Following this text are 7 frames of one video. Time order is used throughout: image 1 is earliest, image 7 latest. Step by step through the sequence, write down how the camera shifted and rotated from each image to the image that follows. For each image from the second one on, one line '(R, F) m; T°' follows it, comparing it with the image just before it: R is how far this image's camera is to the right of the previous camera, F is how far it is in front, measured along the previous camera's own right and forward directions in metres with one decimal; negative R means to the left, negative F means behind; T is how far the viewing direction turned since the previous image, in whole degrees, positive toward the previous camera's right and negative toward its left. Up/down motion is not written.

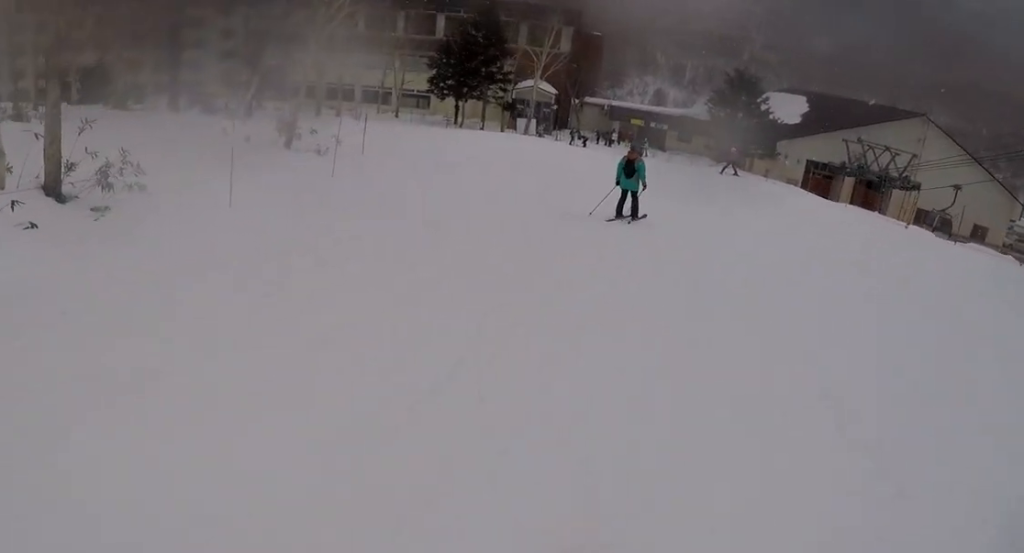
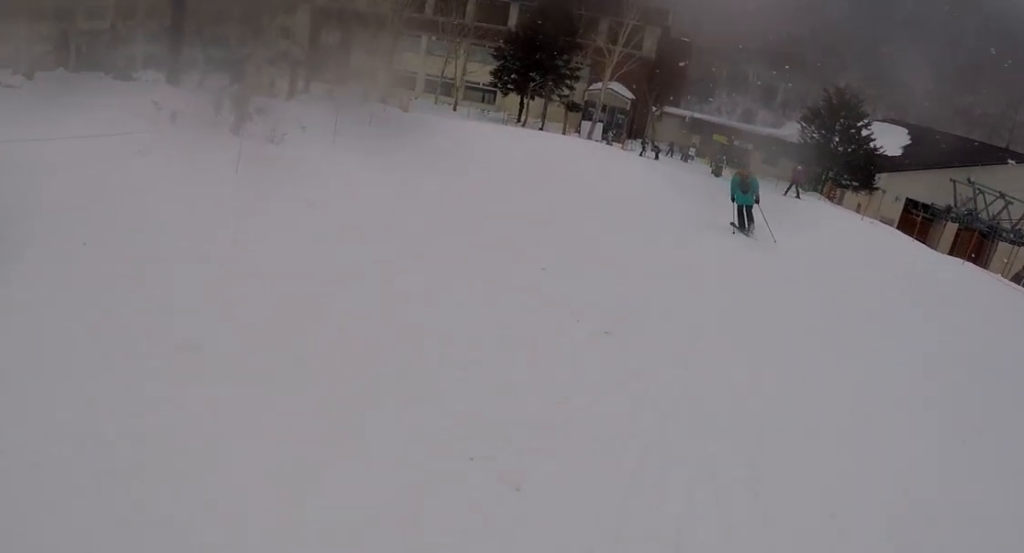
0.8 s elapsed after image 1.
(-0.6, +6.2) m; -6°
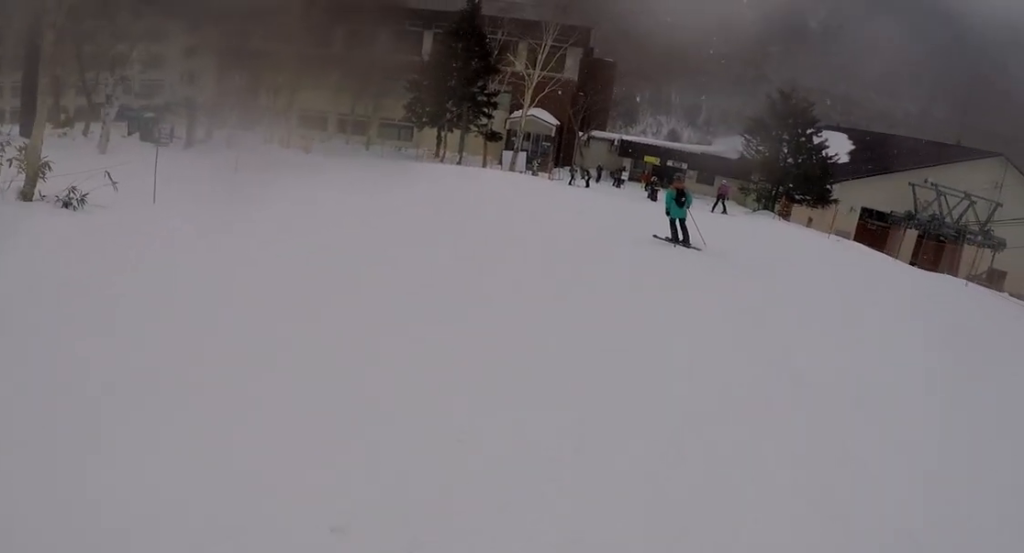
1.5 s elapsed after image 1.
(-0.2, +4.8) m; -1°
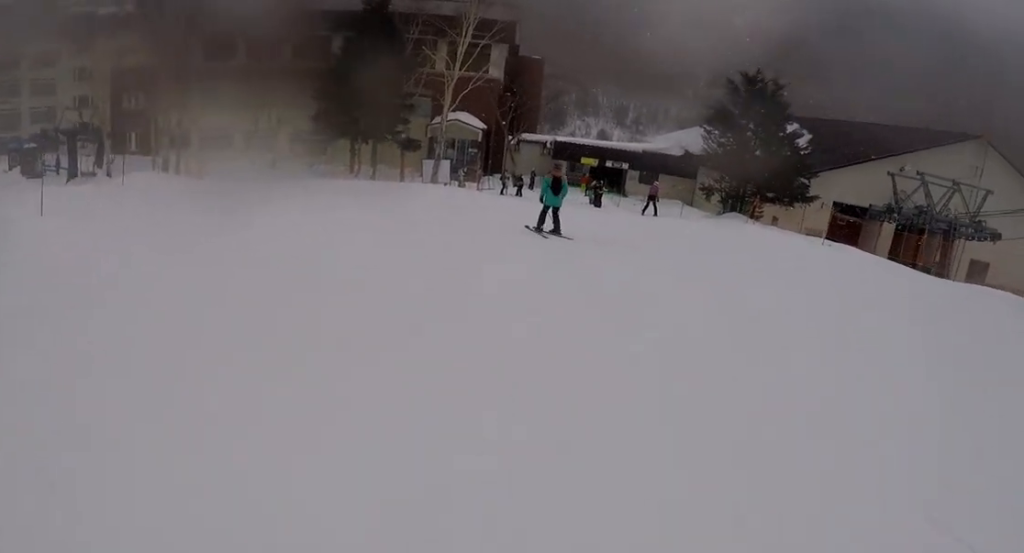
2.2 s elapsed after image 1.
(-0.1, +5.5) m; +5°
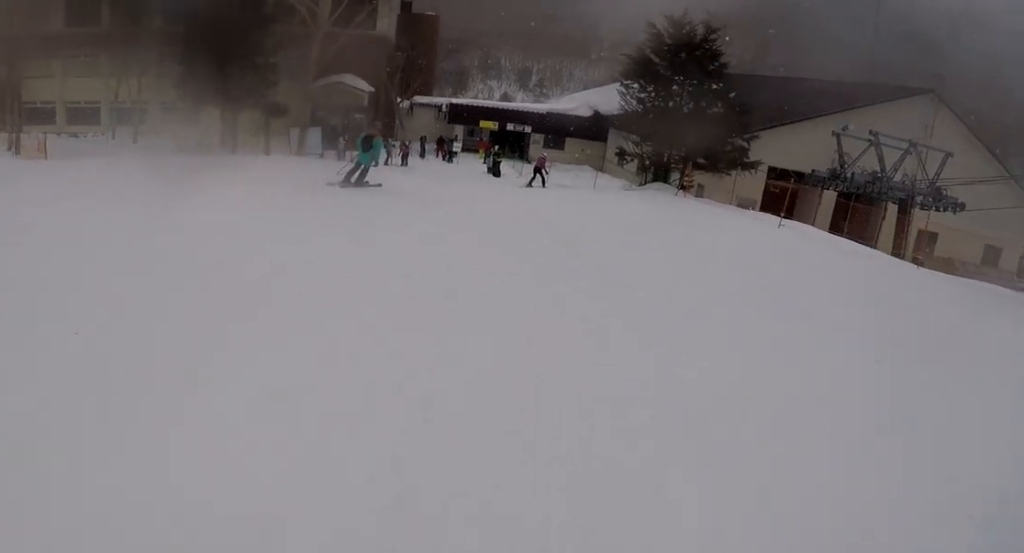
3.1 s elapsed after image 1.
(+0.7, +5.2) m; +1°
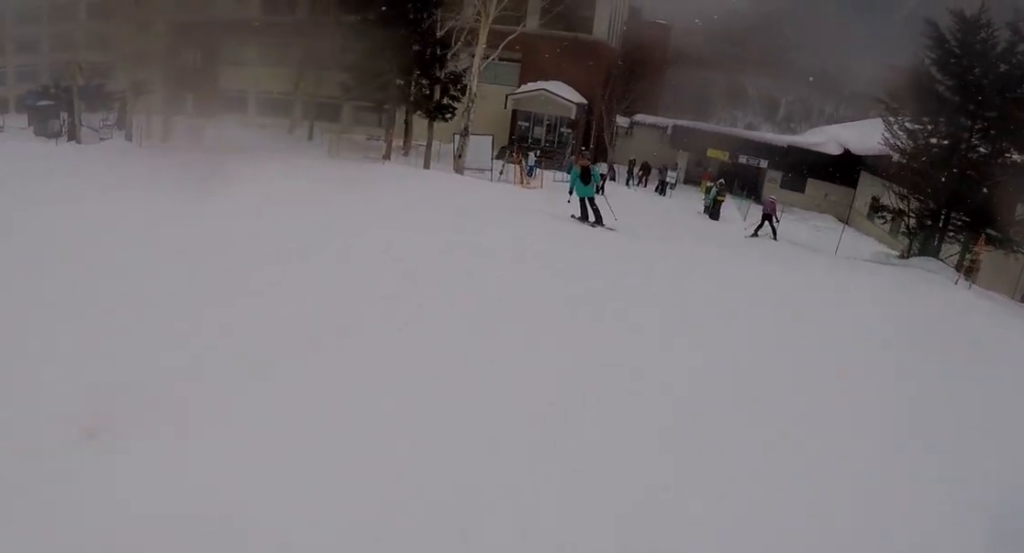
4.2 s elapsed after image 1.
(-0.7, +6.4) m; -17°
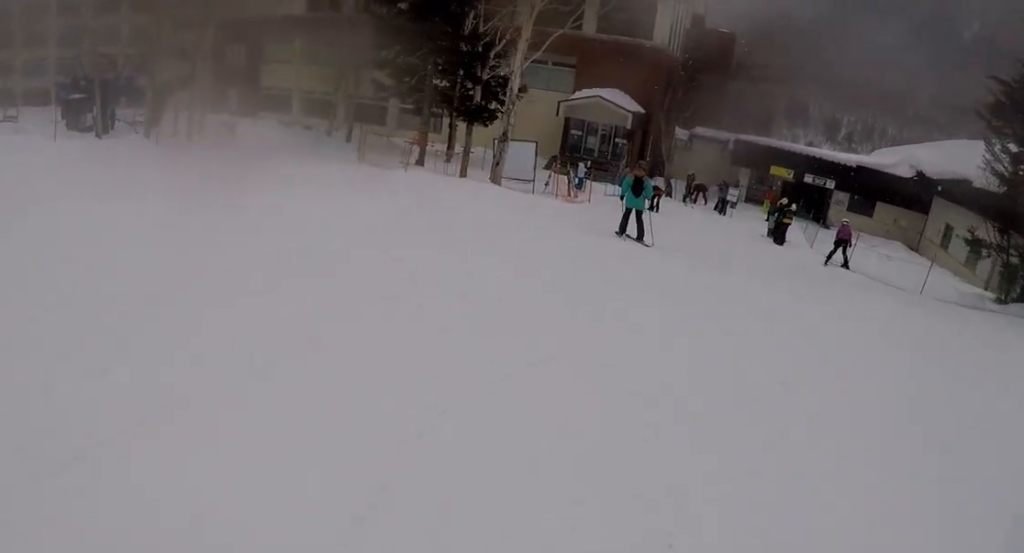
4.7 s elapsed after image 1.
(-0.4, +2.4) m; -5°
